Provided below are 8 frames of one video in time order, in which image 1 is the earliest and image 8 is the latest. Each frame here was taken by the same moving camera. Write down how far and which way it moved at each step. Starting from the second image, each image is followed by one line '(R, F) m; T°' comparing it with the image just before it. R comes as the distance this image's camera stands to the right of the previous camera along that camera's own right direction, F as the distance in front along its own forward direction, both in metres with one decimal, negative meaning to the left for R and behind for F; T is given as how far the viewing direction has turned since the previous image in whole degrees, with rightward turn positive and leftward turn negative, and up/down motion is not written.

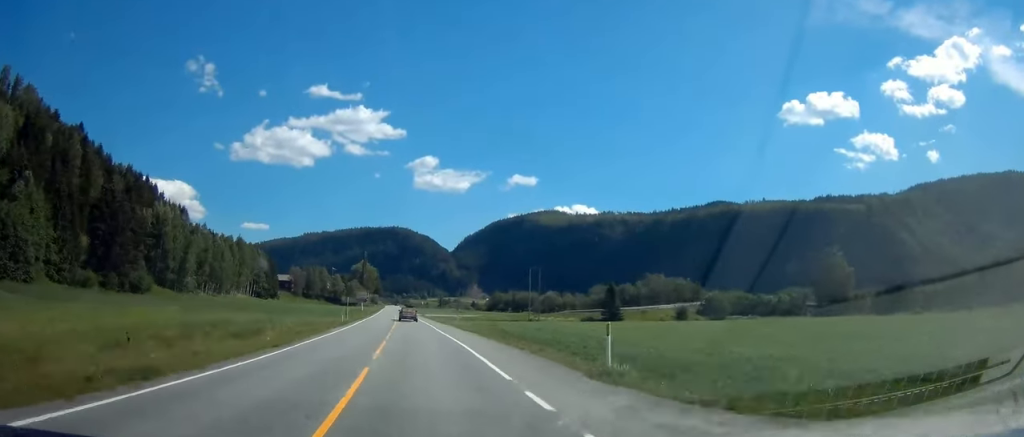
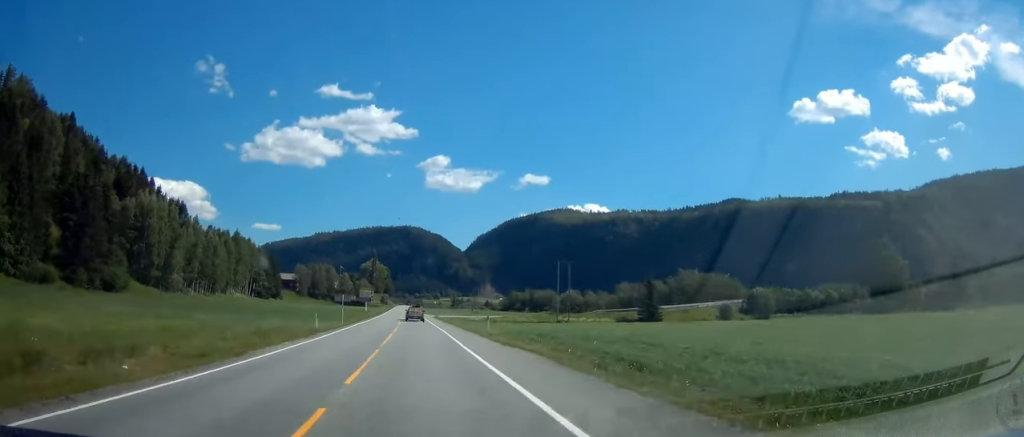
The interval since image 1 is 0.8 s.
(+0.3, +18.3) m; -1°
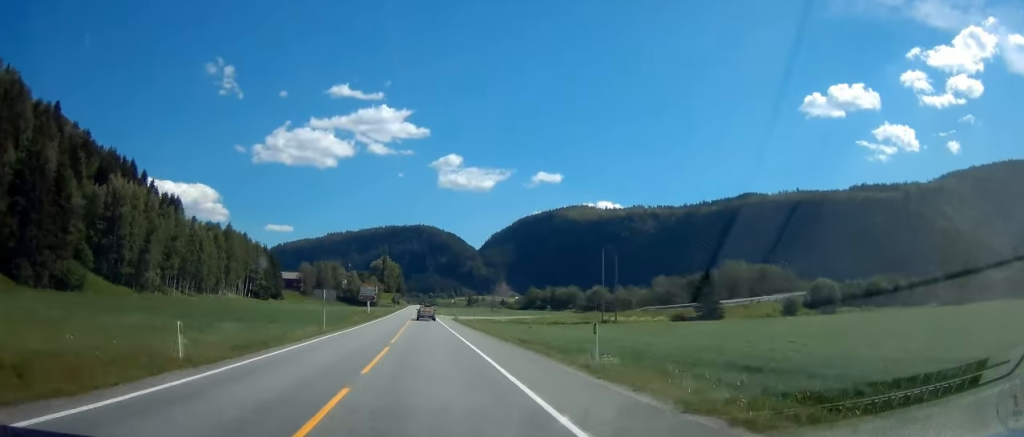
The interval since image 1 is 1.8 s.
(-0.9, +23.2) m; -1°
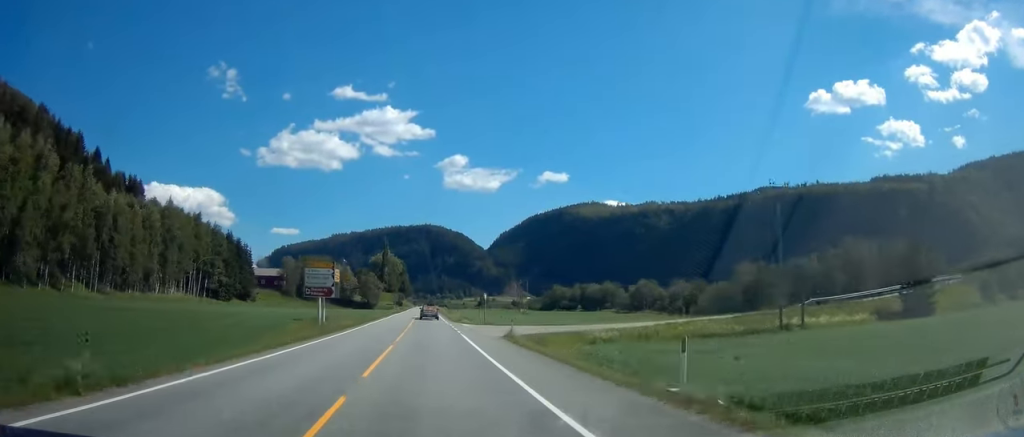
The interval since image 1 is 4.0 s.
(-0.5, +50.2) m; -1°
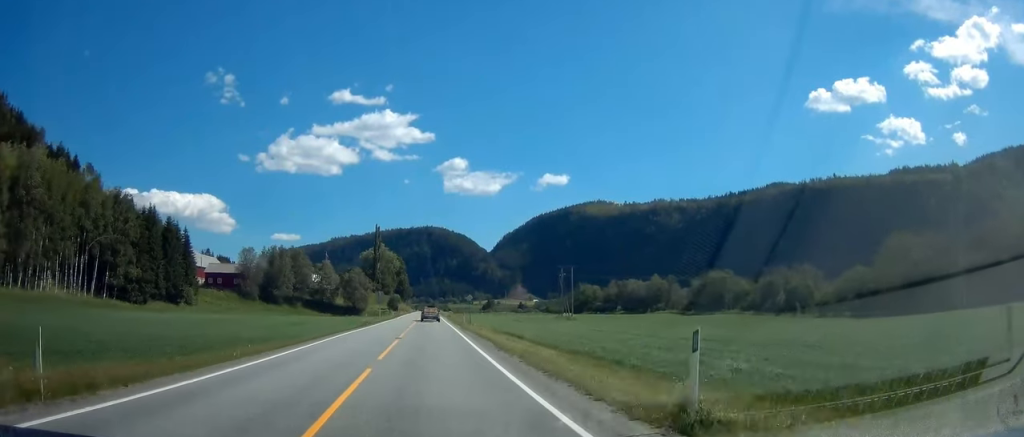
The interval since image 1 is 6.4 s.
(-0.6, +56.9) m; -1°
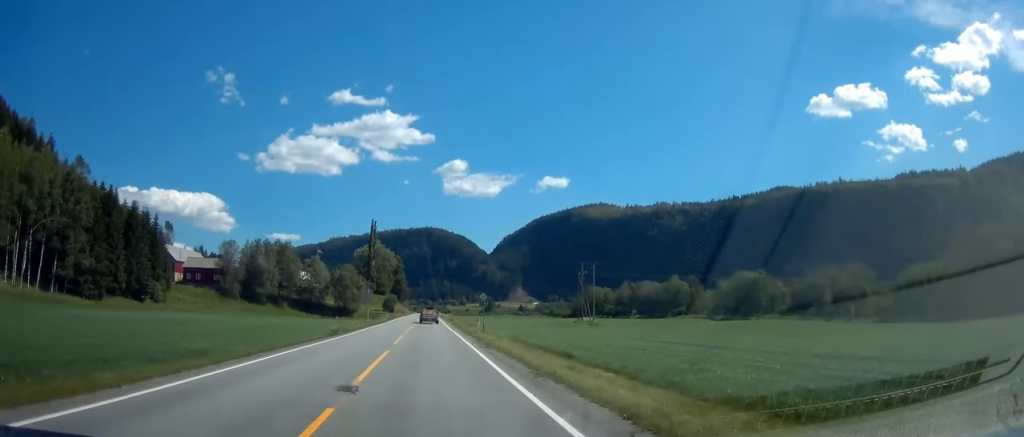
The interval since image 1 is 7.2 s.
(0.0, +18.1) m; 0°
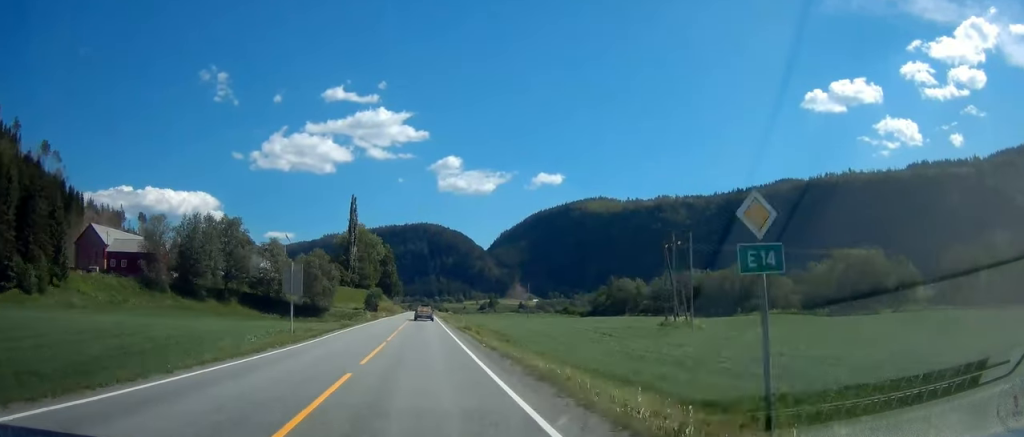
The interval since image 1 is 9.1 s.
(0.0, +45.0) m; 0°
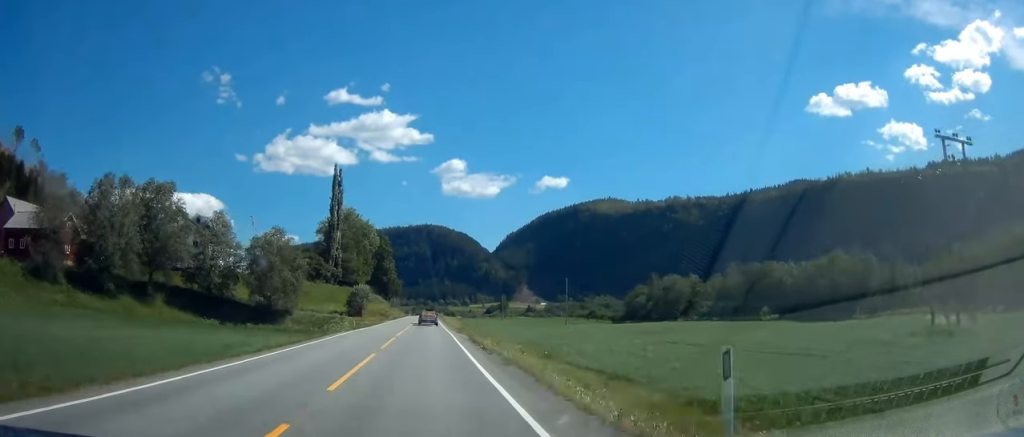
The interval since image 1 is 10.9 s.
(-0.3, +39.1) m; +1°
